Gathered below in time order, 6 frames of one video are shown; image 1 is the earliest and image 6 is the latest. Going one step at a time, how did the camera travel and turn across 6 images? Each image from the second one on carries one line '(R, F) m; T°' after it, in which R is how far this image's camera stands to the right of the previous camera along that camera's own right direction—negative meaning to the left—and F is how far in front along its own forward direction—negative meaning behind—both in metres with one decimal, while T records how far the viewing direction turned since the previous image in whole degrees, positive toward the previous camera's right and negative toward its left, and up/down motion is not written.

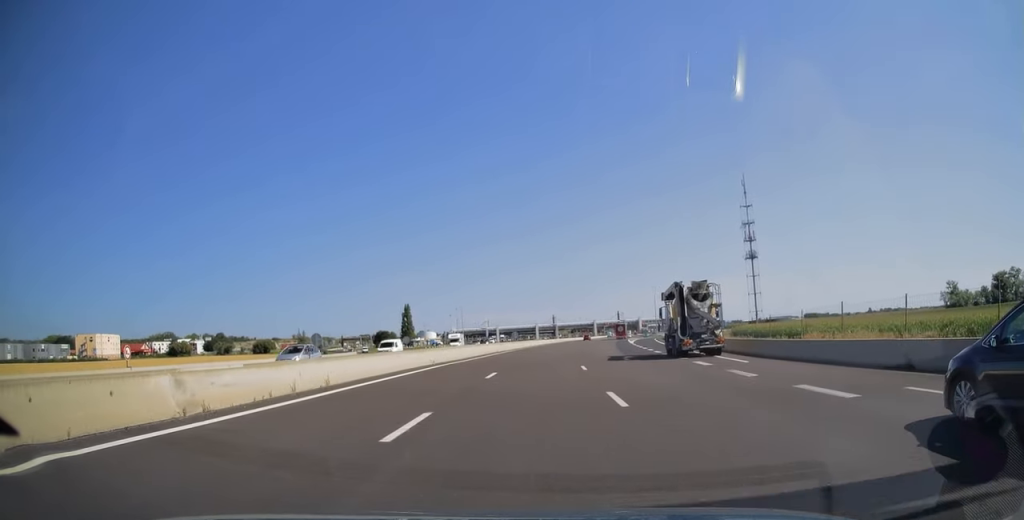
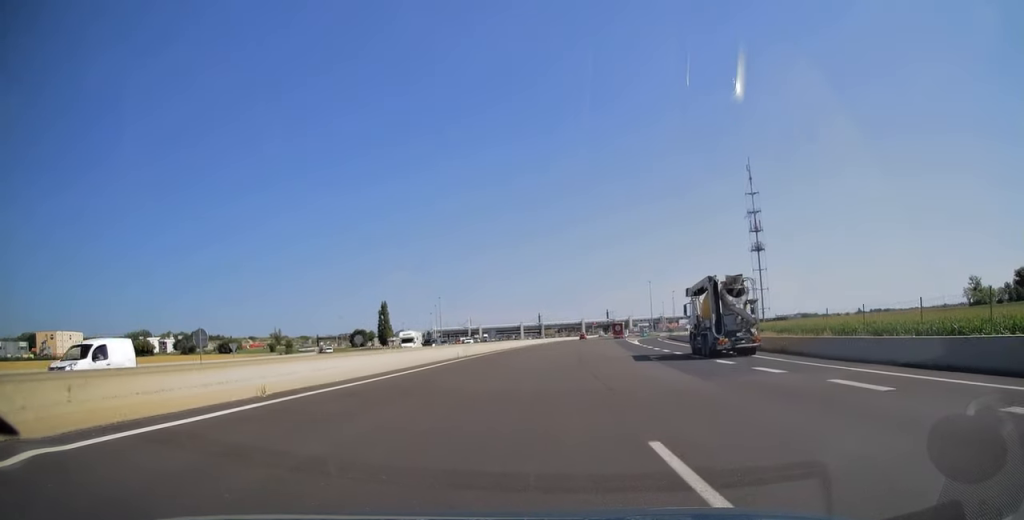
(+0.1, +20.1) m; +1°
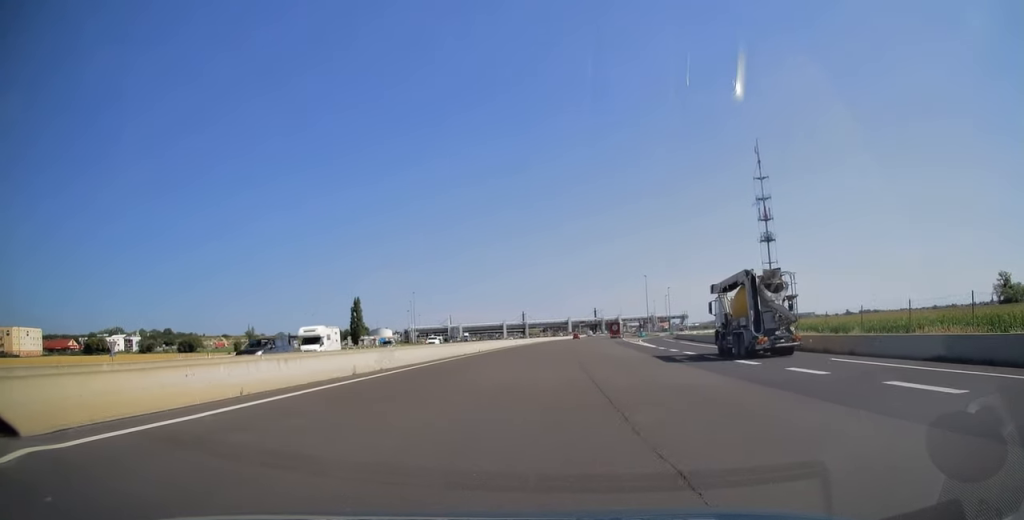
(+0.2, +21.5) m; +1°
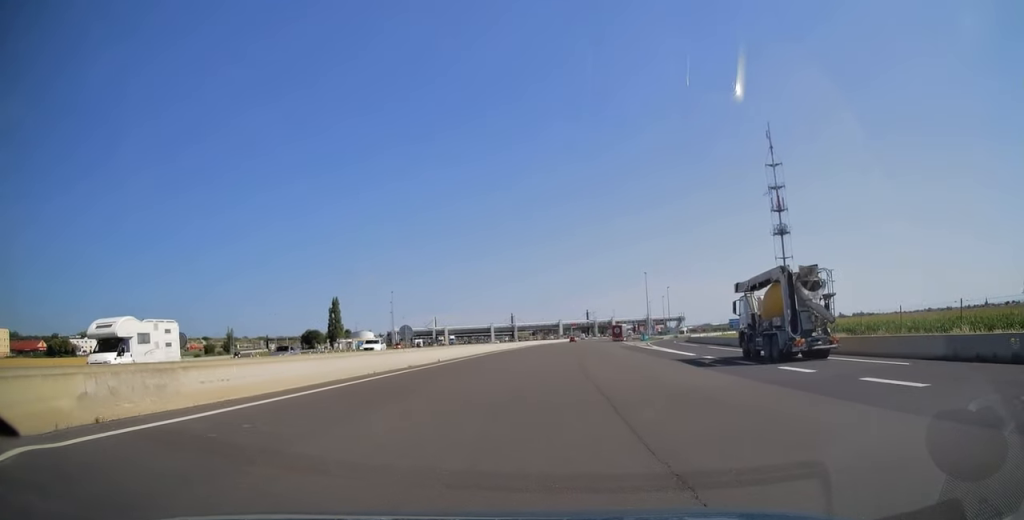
(+0.2, +17.7) m; +1°
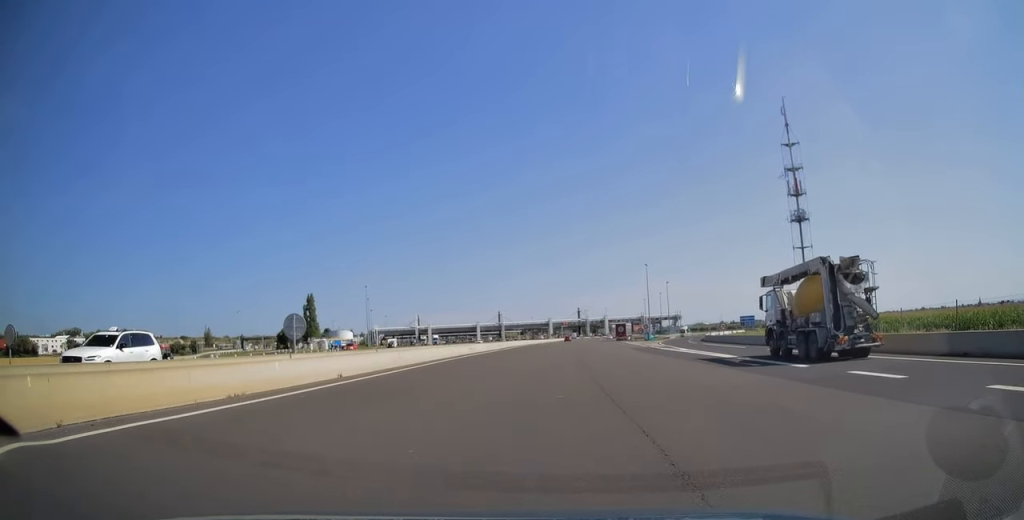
(+0.1, +18.4) m; +1°
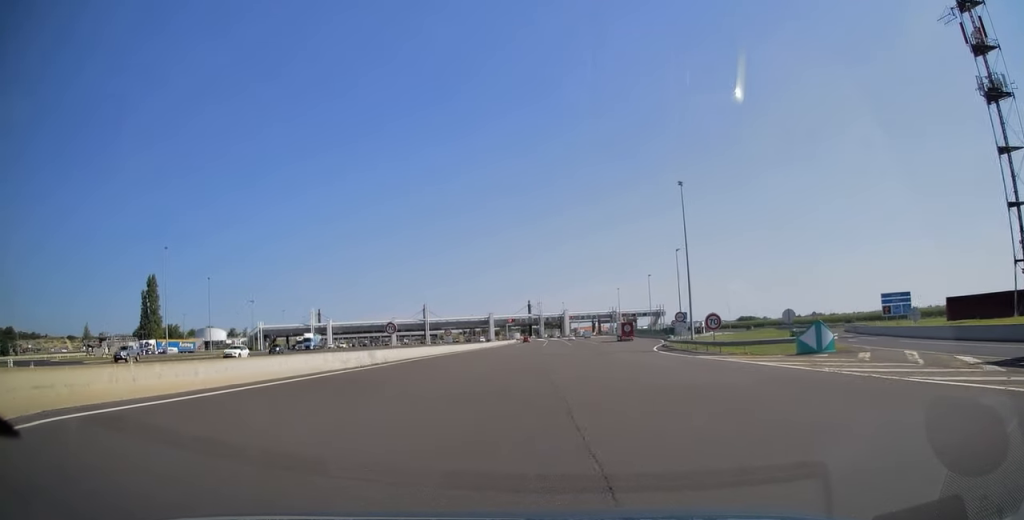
(+3.9, +83.6) m; +5°
